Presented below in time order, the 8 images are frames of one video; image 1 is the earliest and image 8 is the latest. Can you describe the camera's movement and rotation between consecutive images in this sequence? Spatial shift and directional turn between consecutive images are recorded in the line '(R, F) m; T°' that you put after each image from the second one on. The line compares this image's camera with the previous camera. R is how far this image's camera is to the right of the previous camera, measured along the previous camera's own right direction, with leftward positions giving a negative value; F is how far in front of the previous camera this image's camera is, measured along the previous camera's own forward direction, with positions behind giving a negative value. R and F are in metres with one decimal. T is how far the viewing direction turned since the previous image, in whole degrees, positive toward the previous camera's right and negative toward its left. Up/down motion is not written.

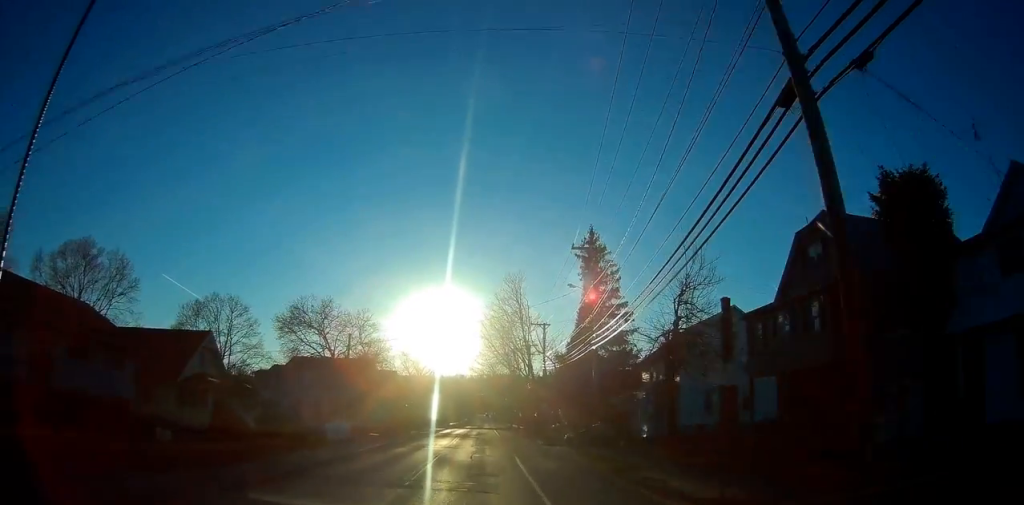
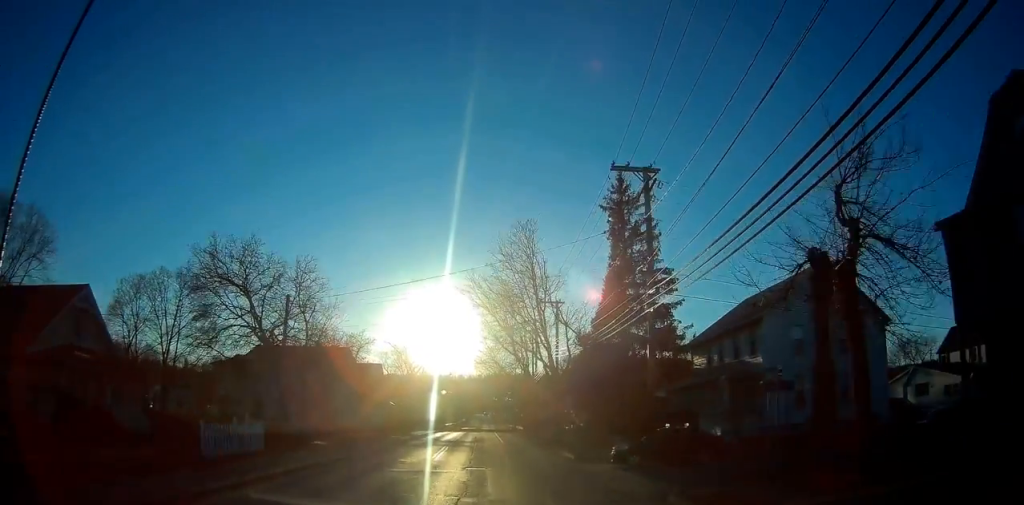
(+0.2, +13.6) m; +2°
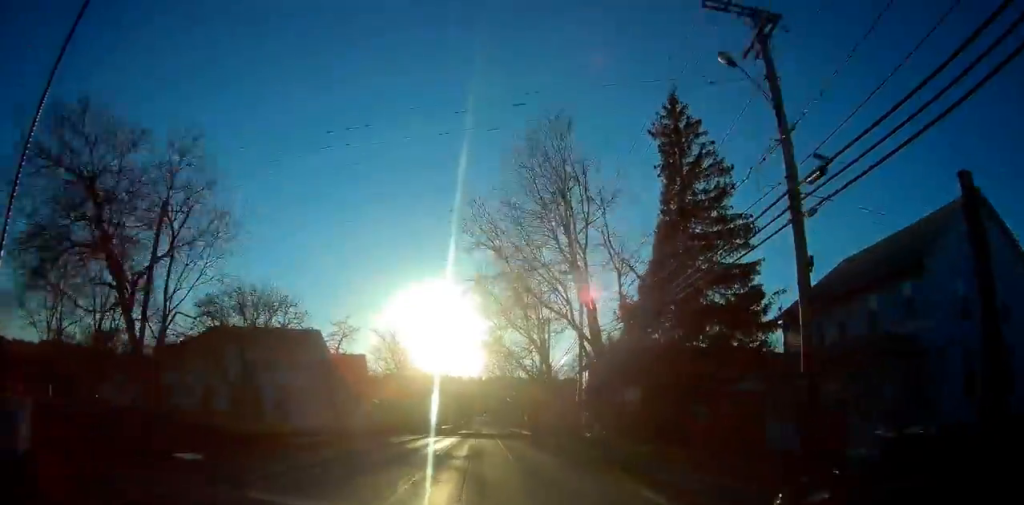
(+0.1, +13.0) m; -1°
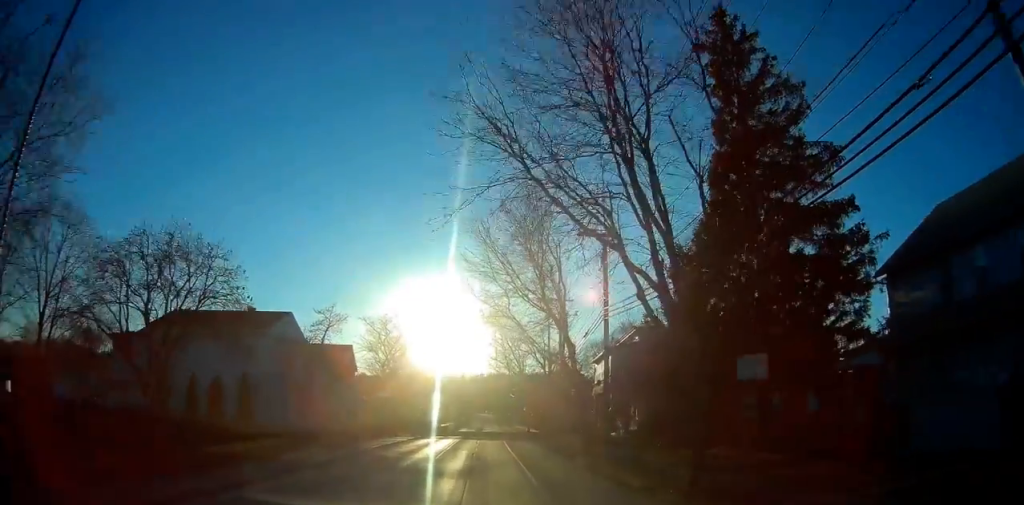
(-0.2, +8.5) m; -1°
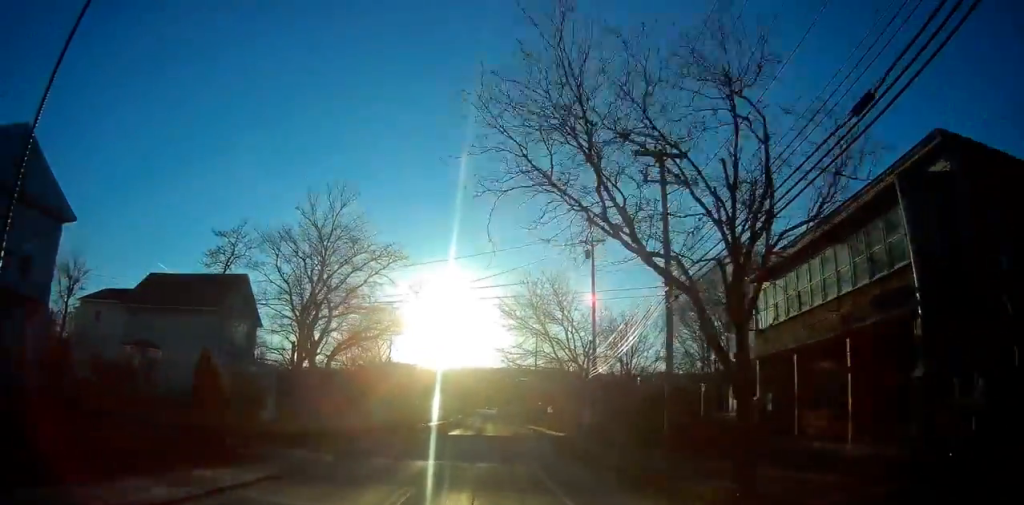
(+0.7, +31.9) m; +2°
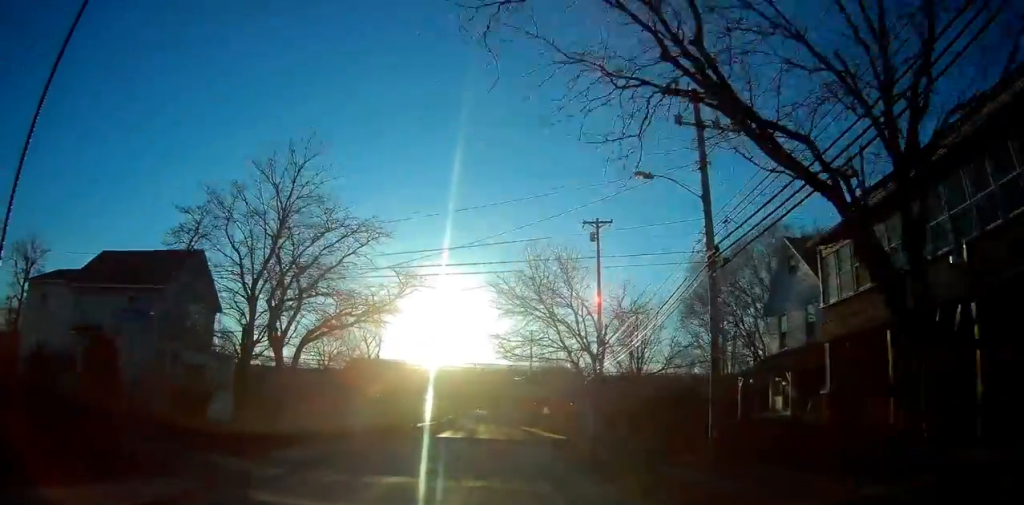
(+0.2, +5.5) m; 0°
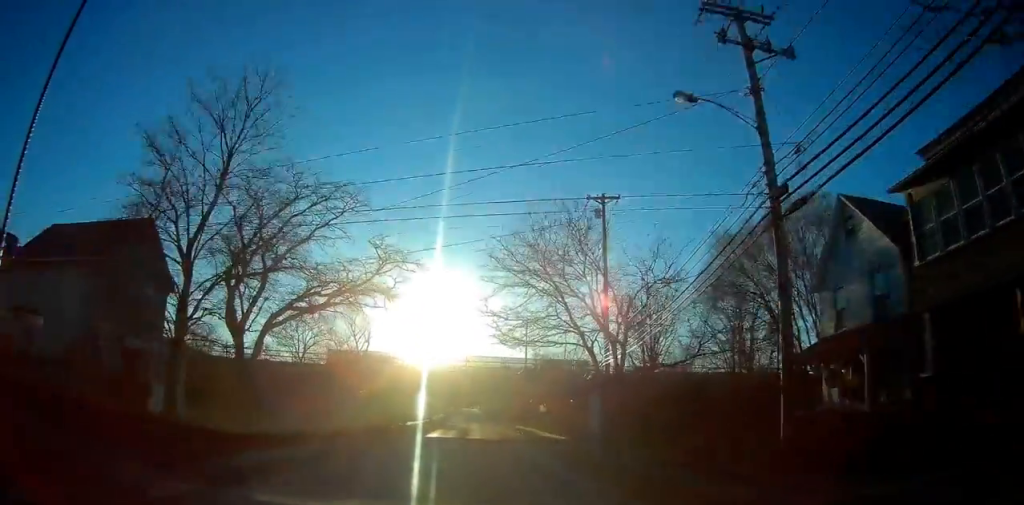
(-0.2, +5.1) m; 0°
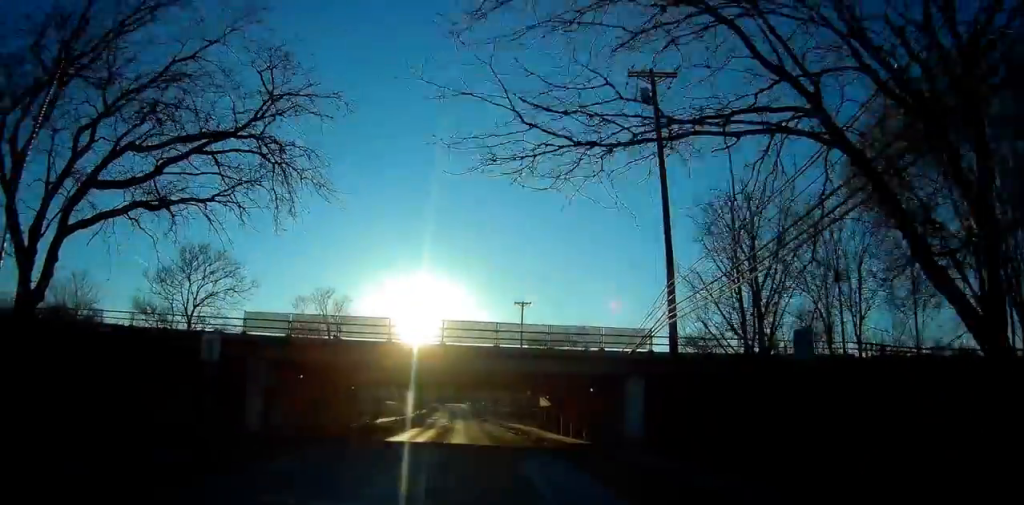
(0.0, +16.1) m; +2°
